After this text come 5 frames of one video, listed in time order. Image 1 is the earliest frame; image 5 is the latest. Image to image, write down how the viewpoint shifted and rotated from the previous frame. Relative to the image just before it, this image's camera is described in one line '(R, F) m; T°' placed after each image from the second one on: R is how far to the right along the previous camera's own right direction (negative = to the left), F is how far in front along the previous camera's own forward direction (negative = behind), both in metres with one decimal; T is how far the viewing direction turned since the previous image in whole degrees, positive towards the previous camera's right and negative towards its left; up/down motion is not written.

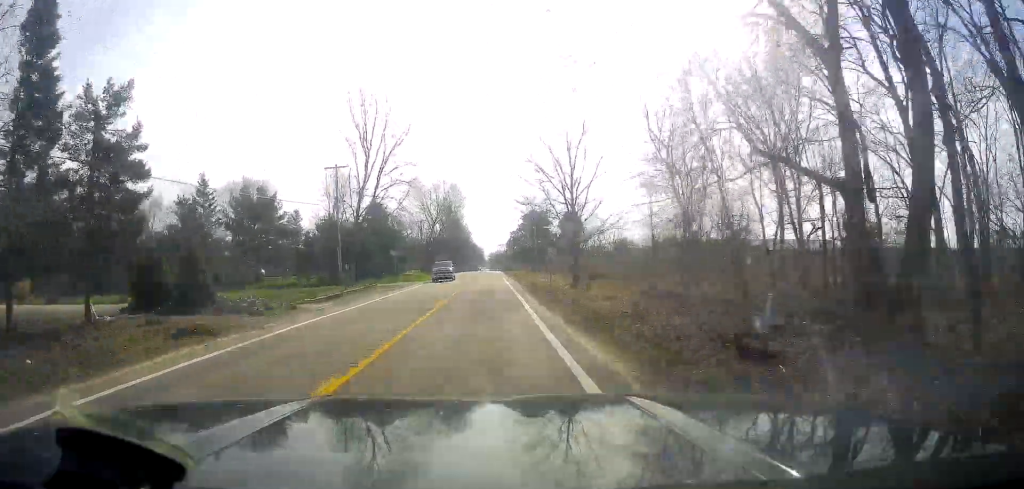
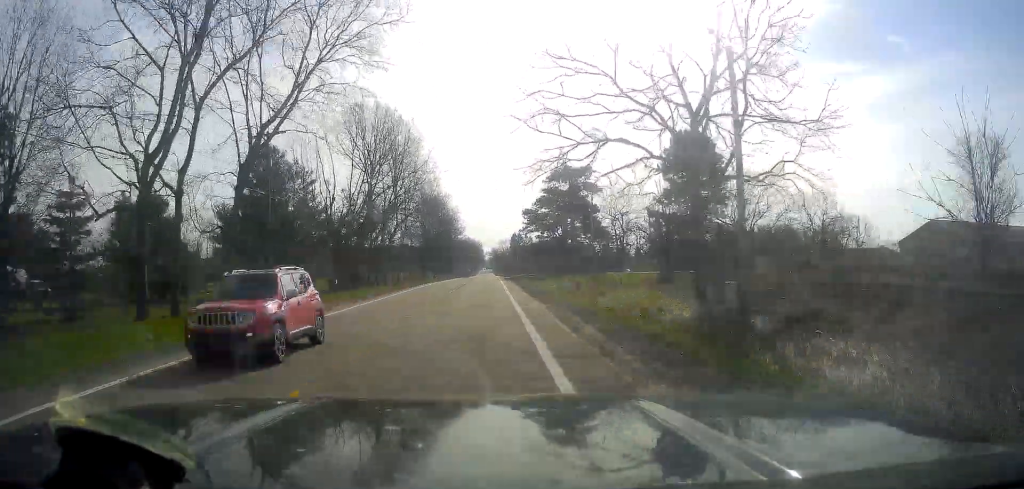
(+0.8, +78.0) m; +2°
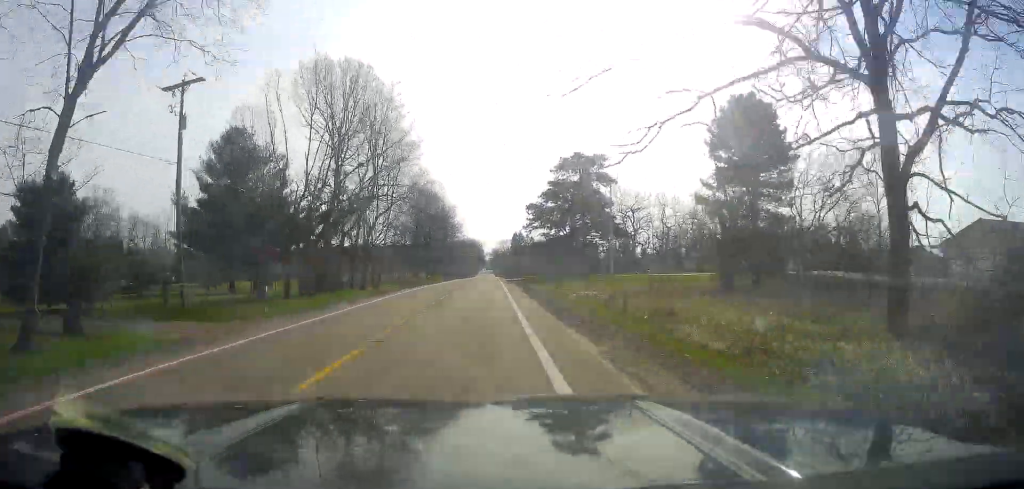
(0.0, +11.3) m; -1°
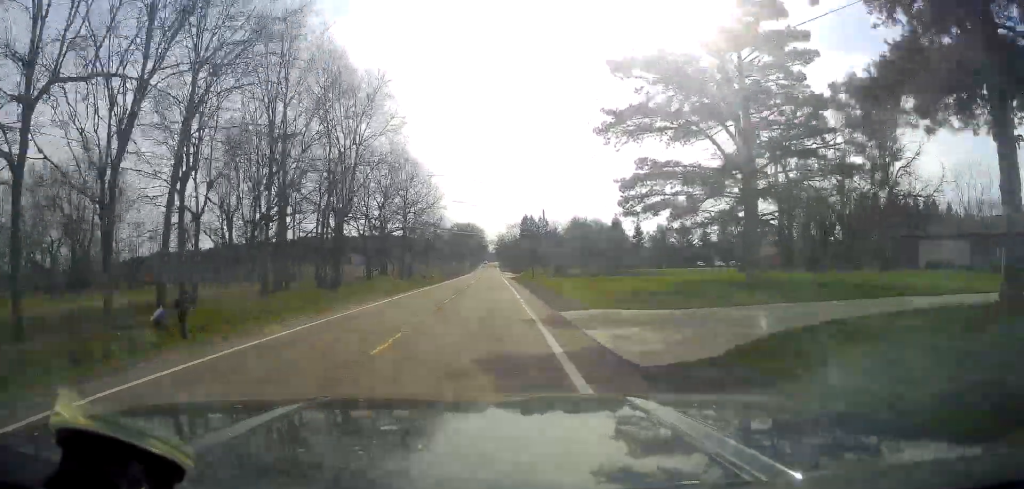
(-2.0, +73.3) m; -2°
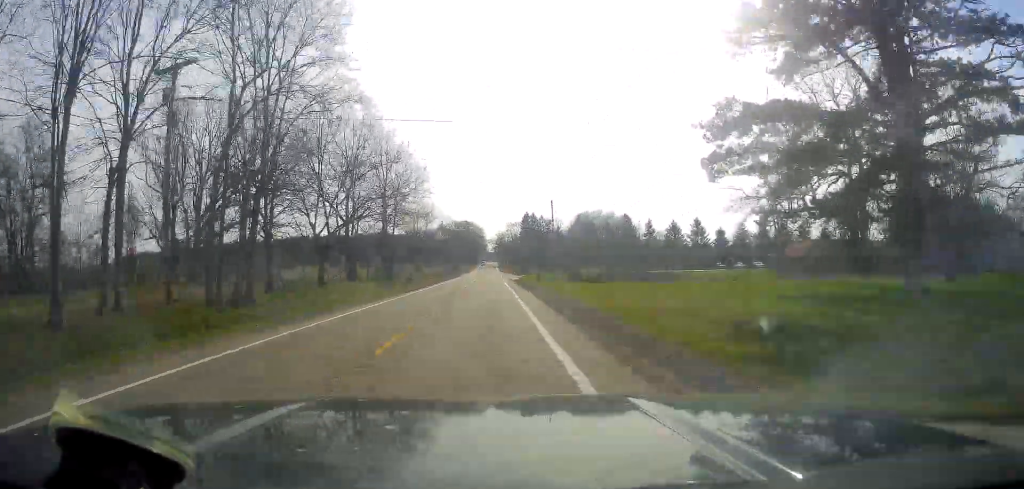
(0.0, +14.9) m; 0°
